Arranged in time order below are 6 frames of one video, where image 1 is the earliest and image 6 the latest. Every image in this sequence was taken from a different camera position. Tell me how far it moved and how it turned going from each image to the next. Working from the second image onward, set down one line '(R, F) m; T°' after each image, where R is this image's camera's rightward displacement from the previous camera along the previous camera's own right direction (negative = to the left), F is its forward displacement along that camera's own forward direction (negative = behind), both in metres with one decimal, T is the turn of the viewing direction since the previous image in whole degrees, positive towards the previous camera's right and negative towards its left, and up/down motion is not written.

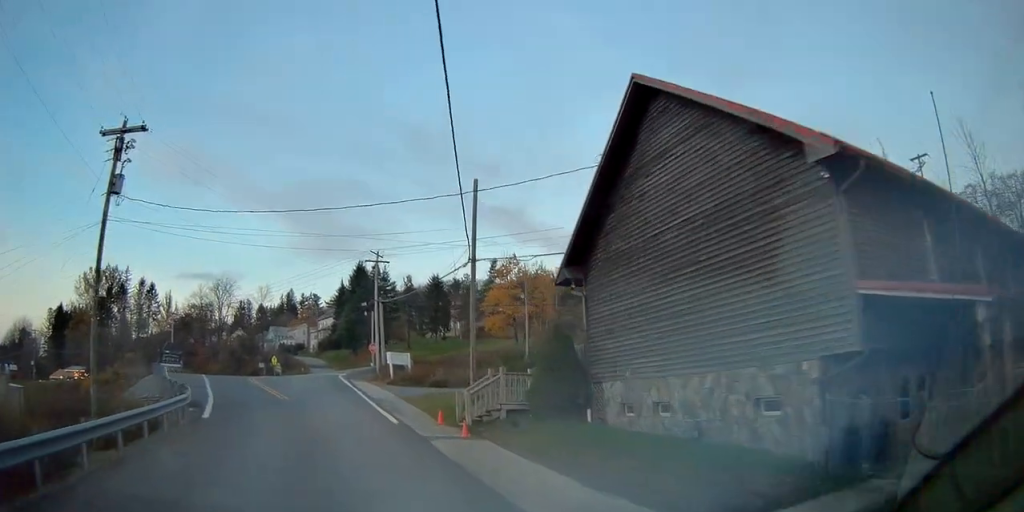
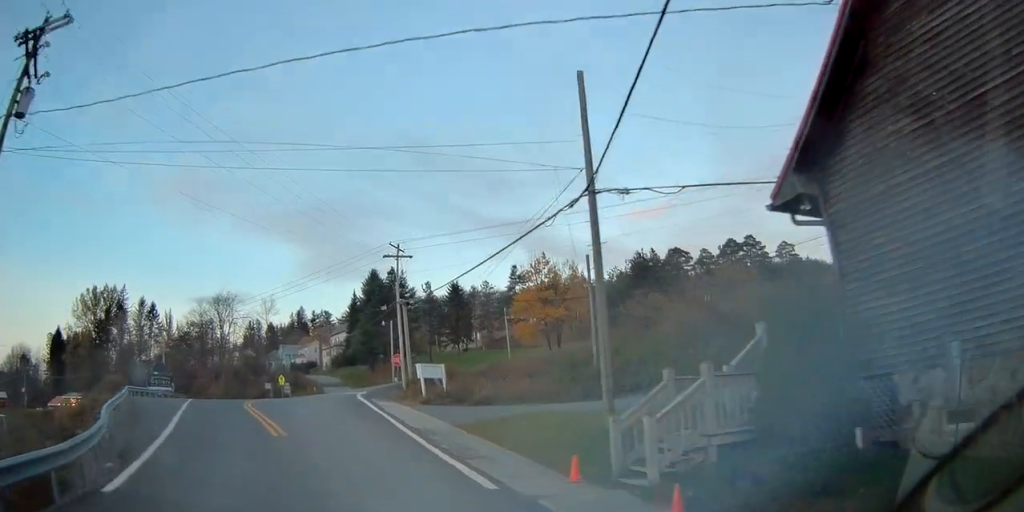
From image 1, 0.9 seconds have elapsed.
(0.0, +9.4) m; 0°
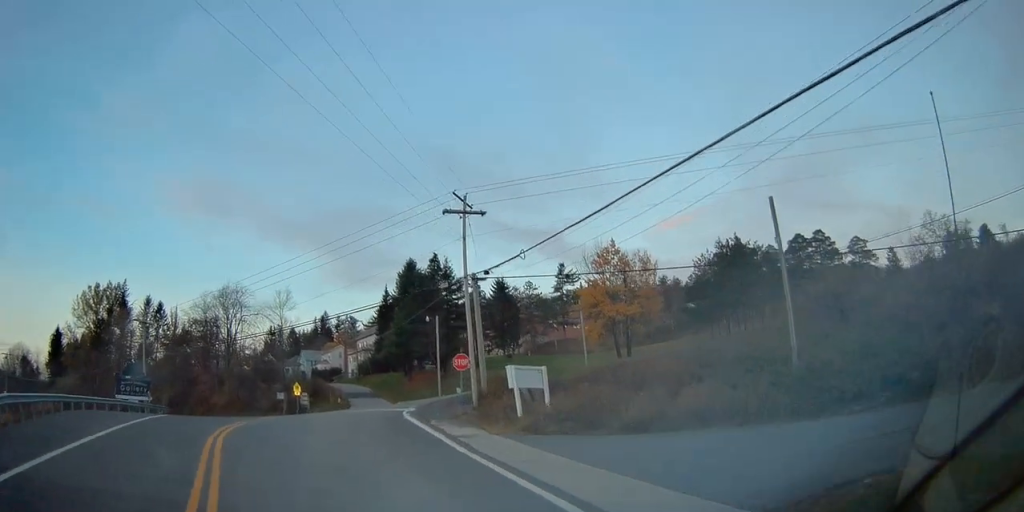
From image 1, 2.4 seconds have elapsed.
(-0.1, +15.3) m; -1°
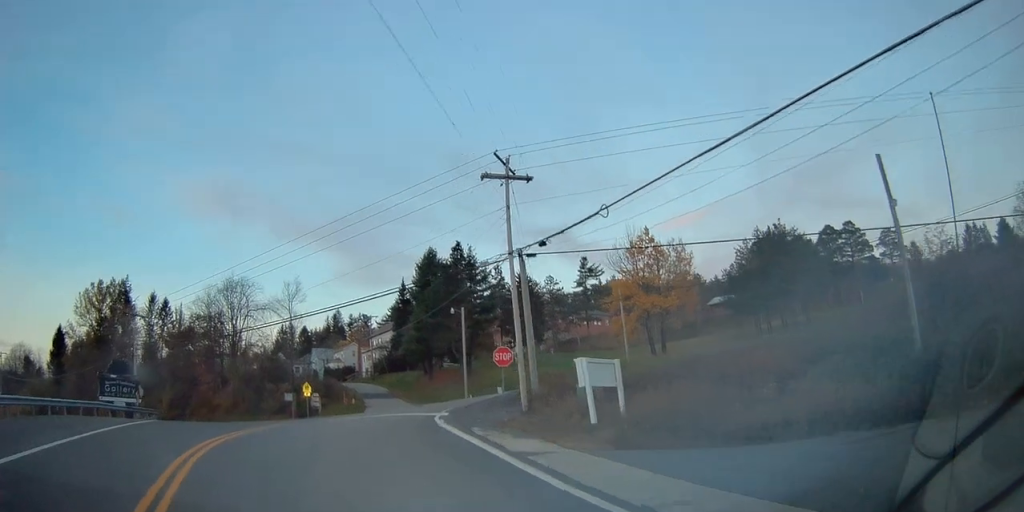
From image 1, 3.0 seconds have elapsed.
(0.0, +5.9) m; -1°
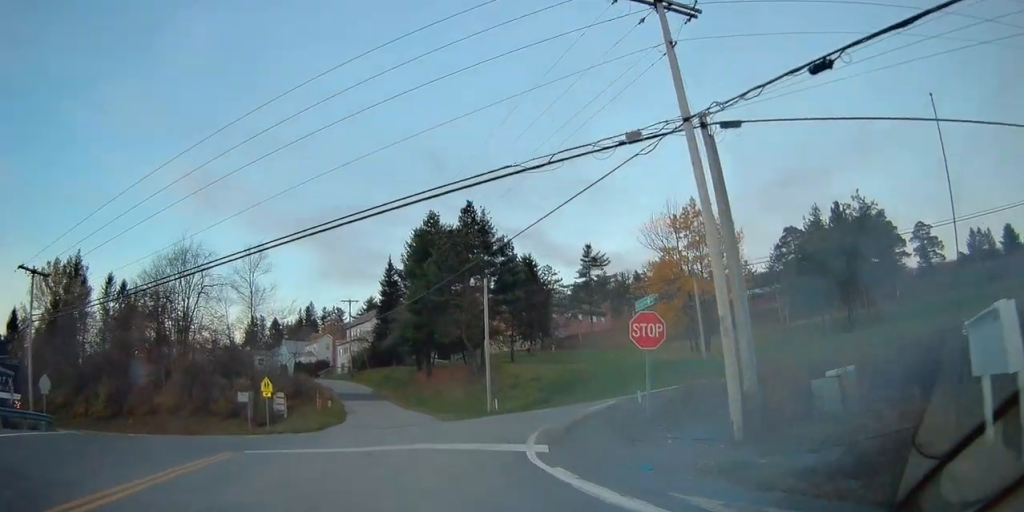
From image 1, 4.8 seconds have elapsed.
(-0.3, +15.6) m; +1°
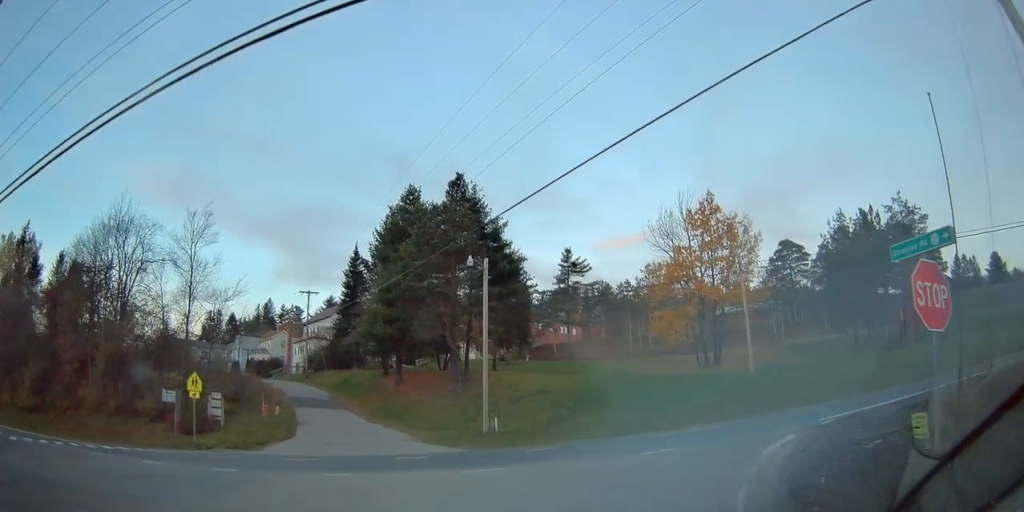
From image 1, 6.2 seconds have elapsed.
(+0.2, +10.6) m; +2°
